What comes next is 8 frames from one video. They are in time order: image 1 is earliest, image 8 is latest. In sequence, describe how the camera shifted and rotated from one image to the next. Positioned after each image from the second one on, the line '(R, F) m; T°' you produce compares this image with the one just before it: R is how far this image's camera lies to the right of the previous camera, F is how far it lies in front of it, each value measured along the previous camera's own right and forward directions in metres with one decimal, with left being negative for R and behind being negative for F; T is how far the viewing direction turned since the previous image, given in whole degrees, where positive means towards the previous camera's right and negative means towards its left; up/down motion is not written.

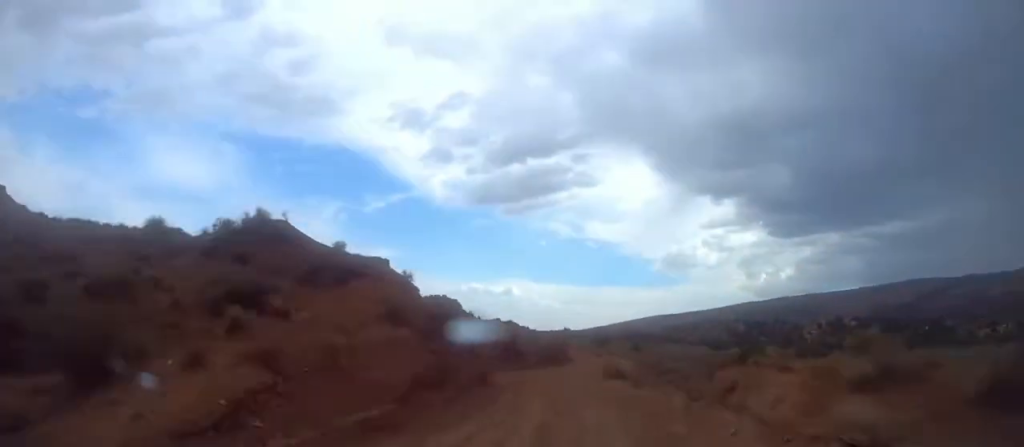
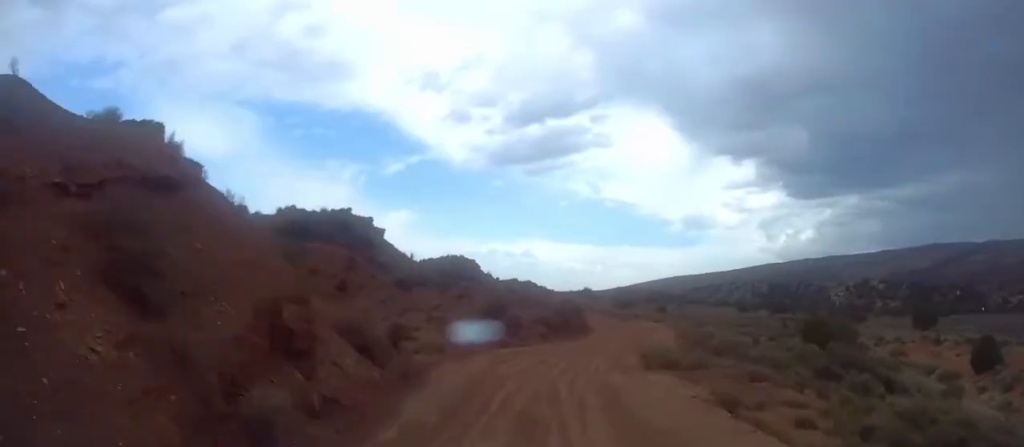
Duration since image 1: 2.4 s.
(+0.6, +20.7) m; +4°
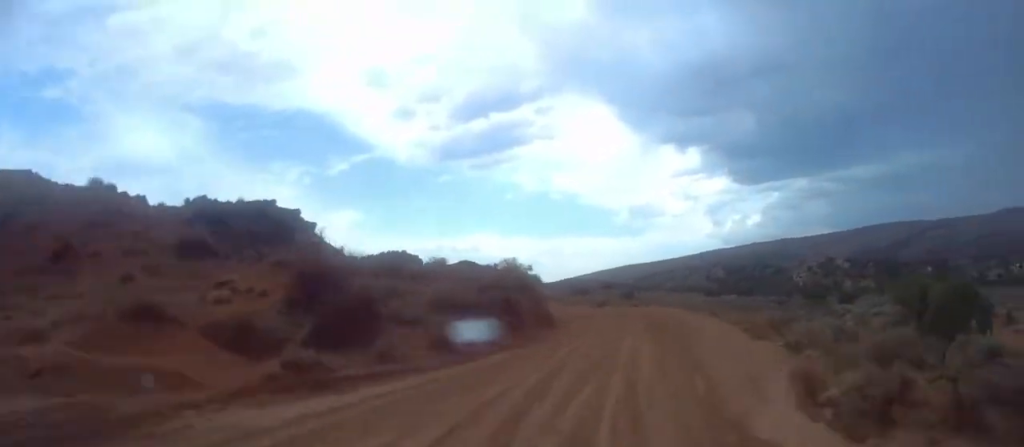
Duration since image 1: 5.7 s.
(+0.8, +28.0) m; +1°
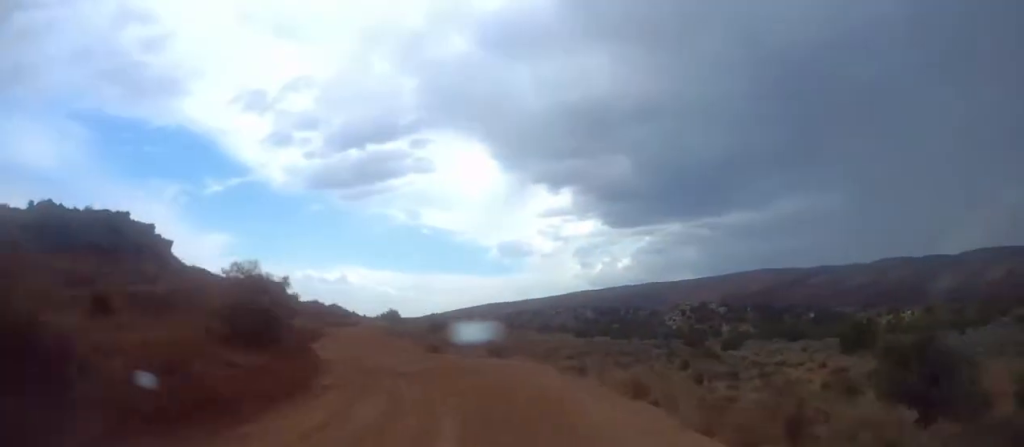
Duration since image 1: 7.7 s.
(+1.7, +16.3) m; -3°
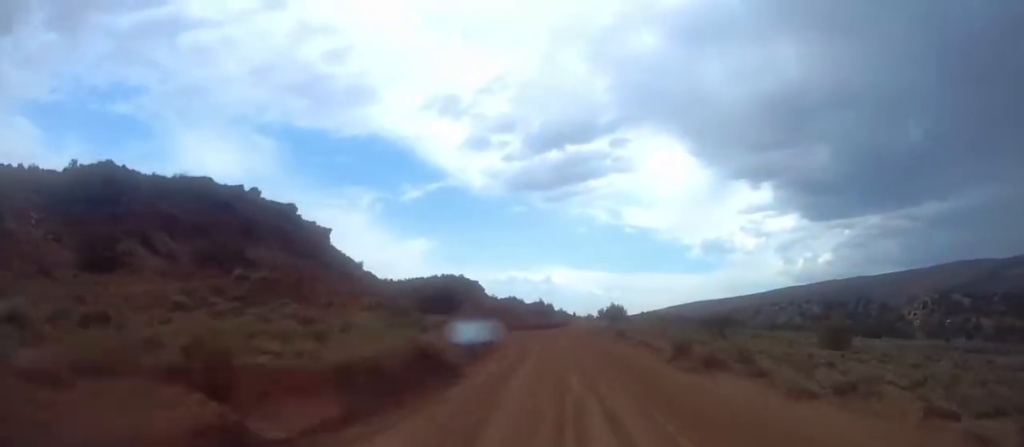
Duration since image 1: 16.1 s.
(-7.6, +66.9) m; -7°
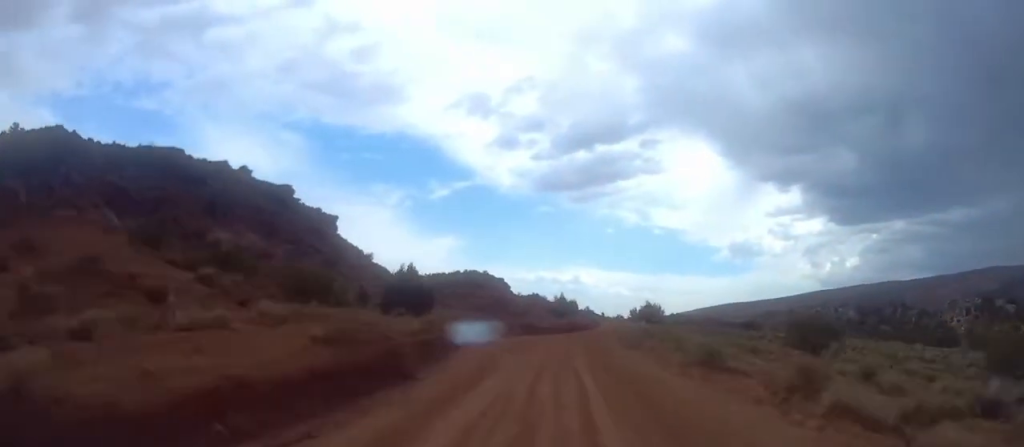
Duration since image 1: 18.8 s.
(-0.4, +21.7) m; +1°
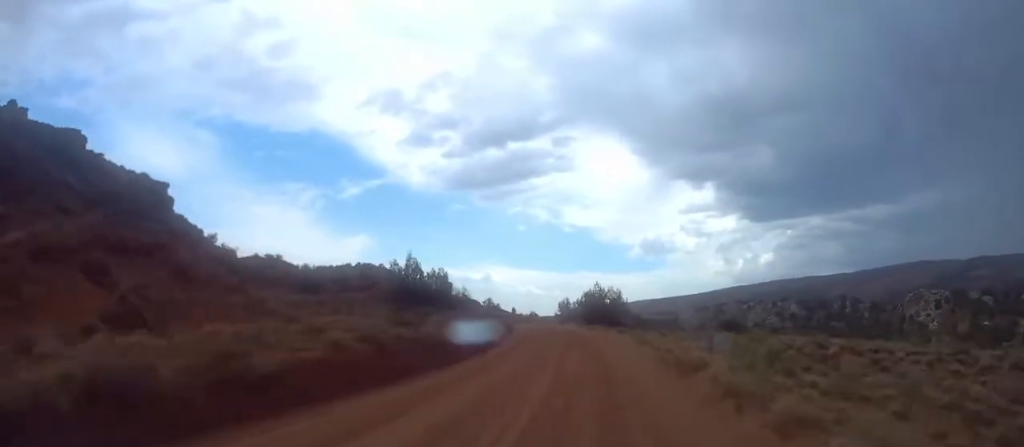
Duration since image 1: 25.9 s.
(+2.3, +58.6) m; +5°
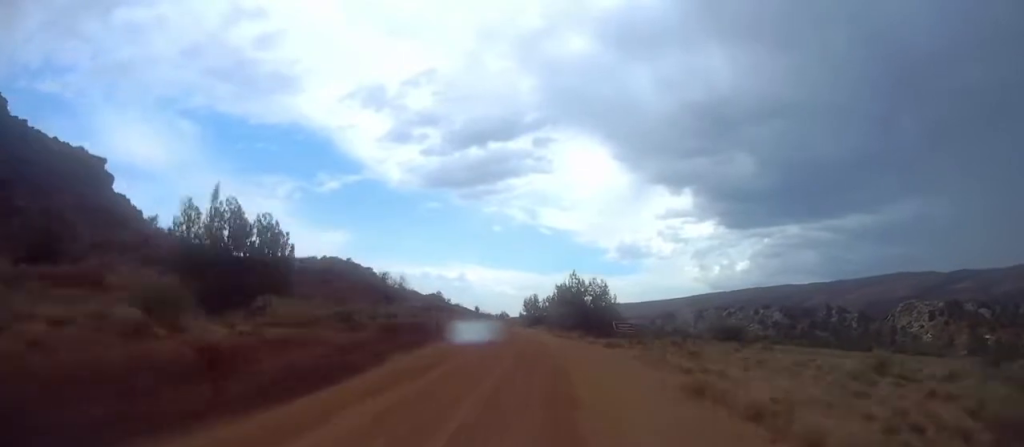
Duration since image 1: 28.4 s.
(+0.3, +21.2) m; +1°
